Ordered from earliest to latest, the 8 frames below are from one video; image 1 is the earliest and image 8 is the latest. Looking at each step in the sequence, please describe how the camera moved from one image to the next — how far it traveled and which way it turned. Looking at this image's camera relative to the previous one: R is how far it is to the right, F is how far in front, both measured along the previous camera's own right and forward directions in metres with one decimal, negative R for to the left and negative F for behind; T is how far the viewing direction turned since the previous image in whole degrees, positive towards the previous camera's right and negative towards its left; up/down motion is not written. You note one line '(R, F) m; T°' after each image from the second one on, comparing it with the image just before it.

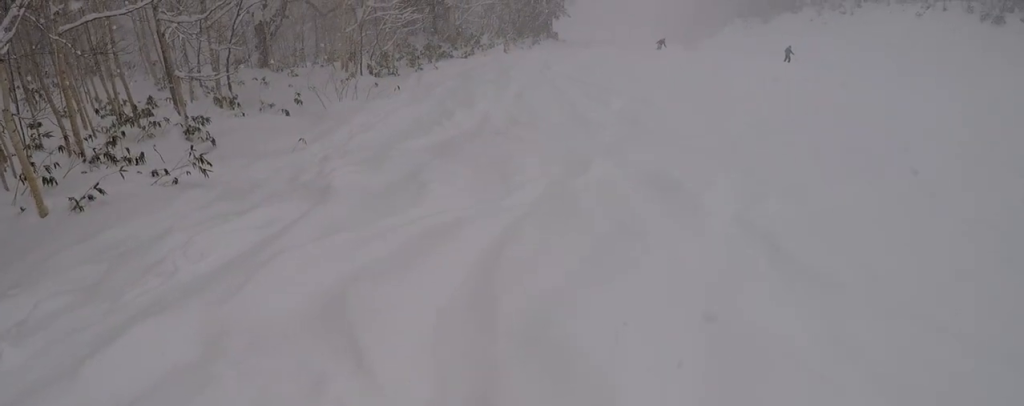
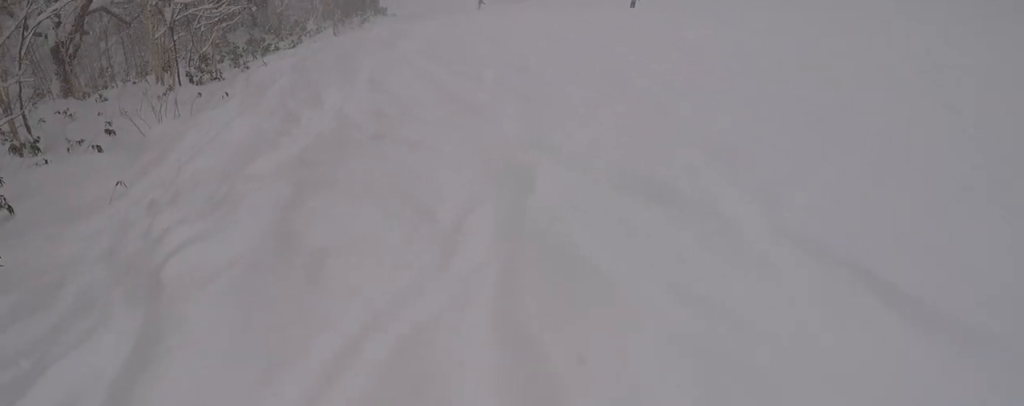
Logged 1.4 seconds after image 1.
(+1.3, +3.1) m; +30°
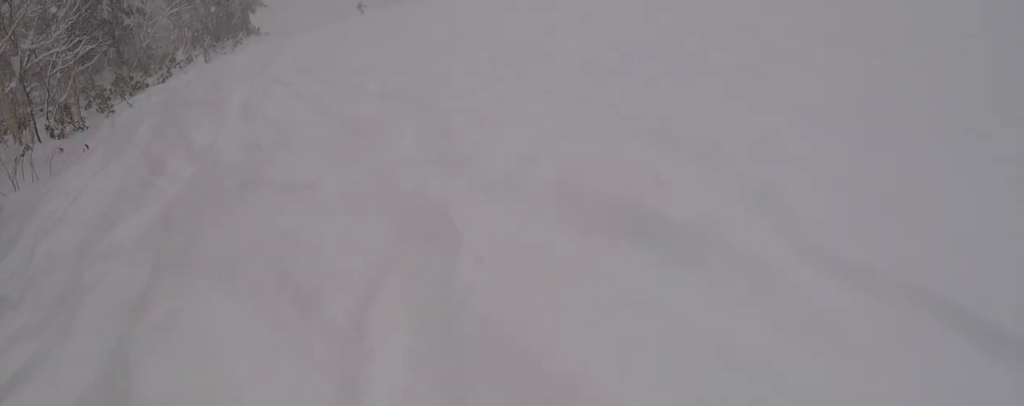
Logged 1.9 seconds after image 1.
(+0.2, +1.7) m; -1°
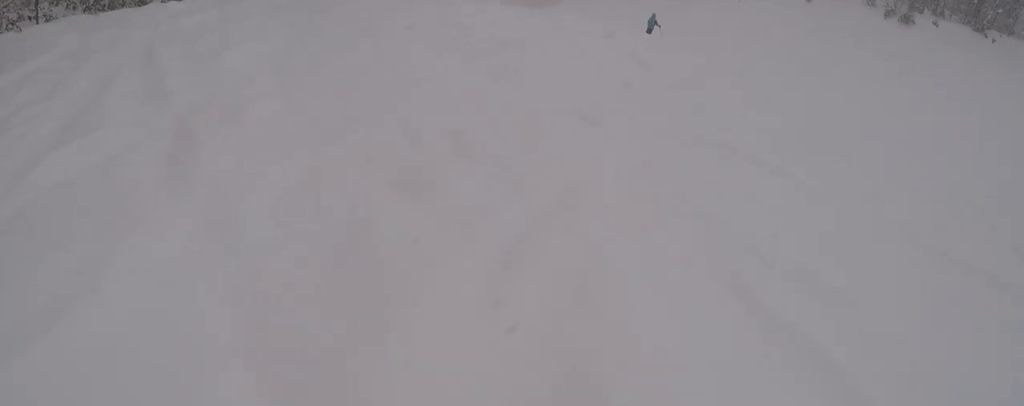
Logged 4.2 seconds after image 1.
(-1.1, +10.5) m; -24°
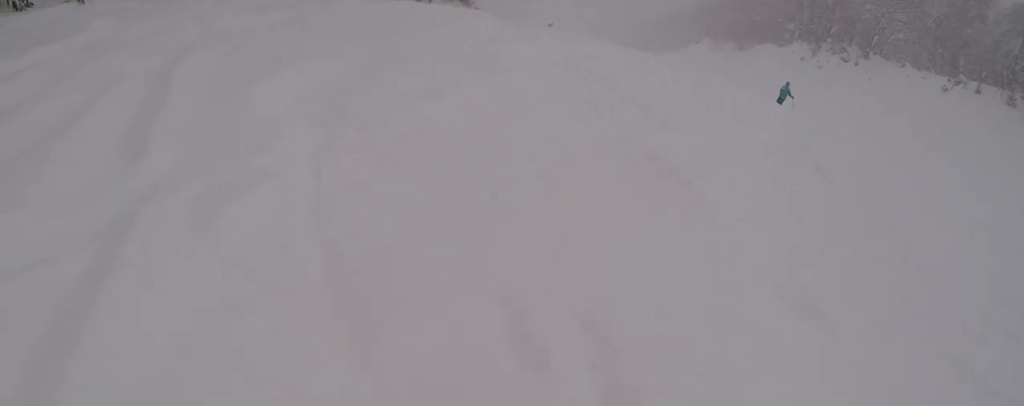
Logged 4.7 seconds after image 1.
(-0.6, +2.5) m; -9°
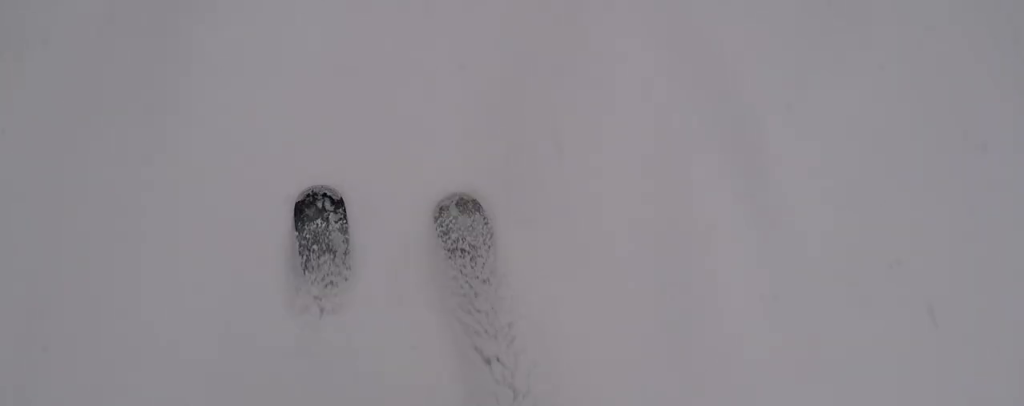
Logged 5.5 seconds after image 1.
(-0.5, +3.9) m; -7°
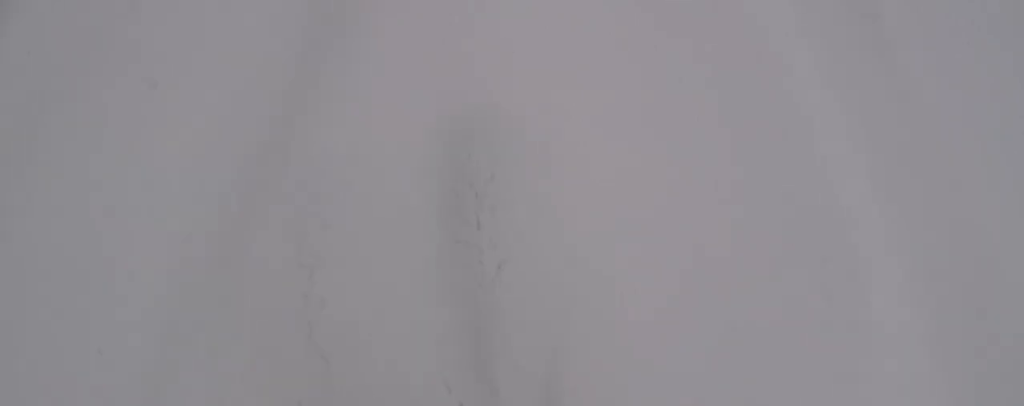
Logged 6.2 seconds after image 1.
(0.0, +3.7) m; 0°
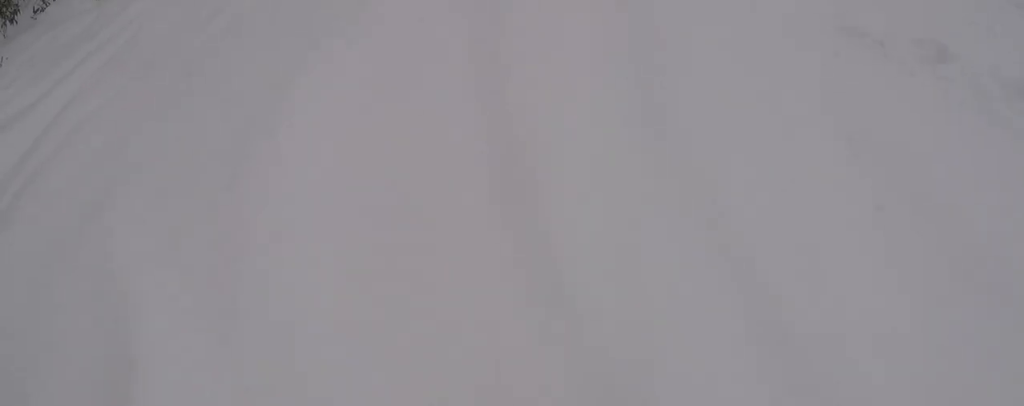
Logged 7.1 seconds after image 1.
(-0.1, +4.7) m; +14°
